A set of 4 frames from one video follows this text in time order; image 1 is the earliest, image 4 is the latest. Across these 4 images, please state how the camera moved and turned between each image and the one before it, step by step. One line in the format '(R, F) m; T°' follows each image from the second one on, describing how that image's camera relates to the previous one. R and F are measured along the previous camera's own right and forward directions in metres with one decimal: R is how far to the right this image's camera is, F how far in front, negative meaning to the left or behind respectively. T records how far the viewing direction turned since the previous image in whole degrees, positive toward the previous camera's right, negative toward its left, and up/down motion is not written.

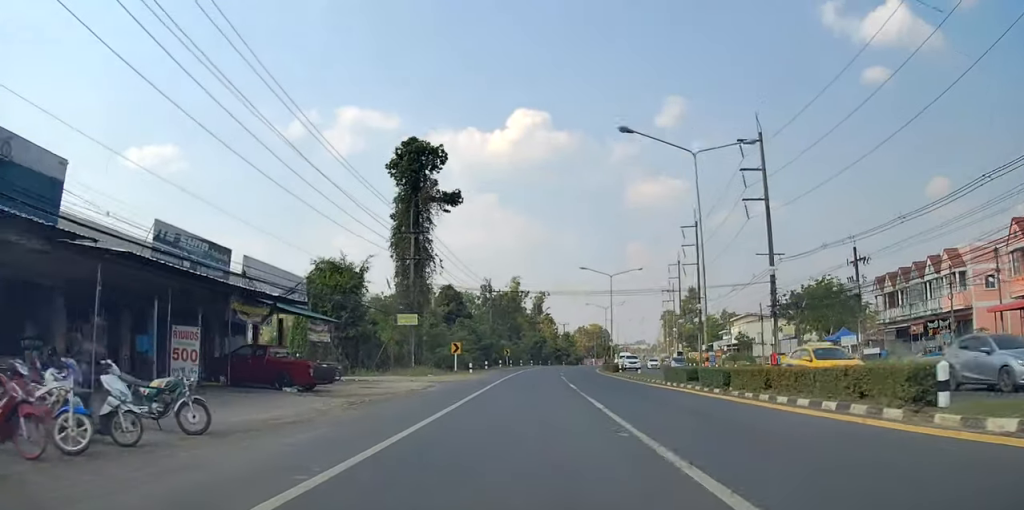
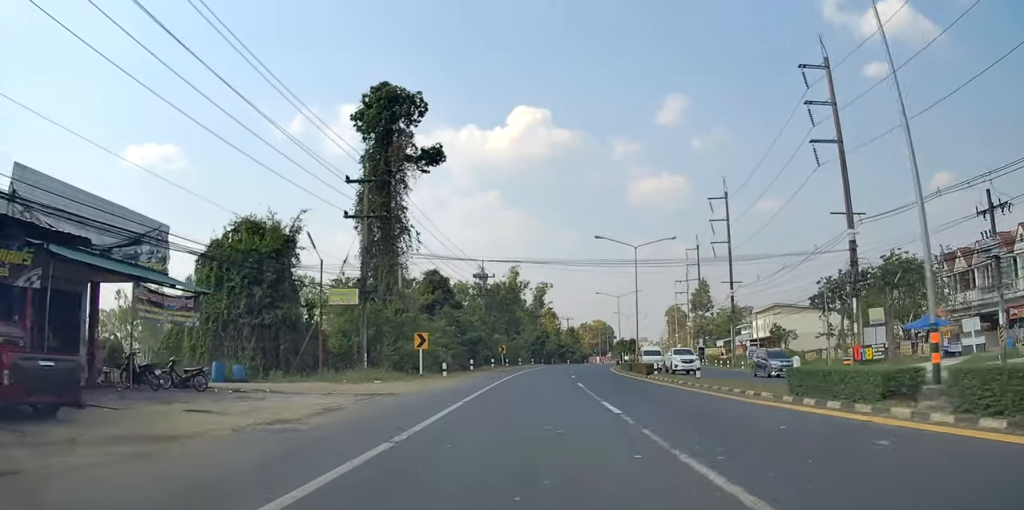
(0.0, +13.7) m; 0°
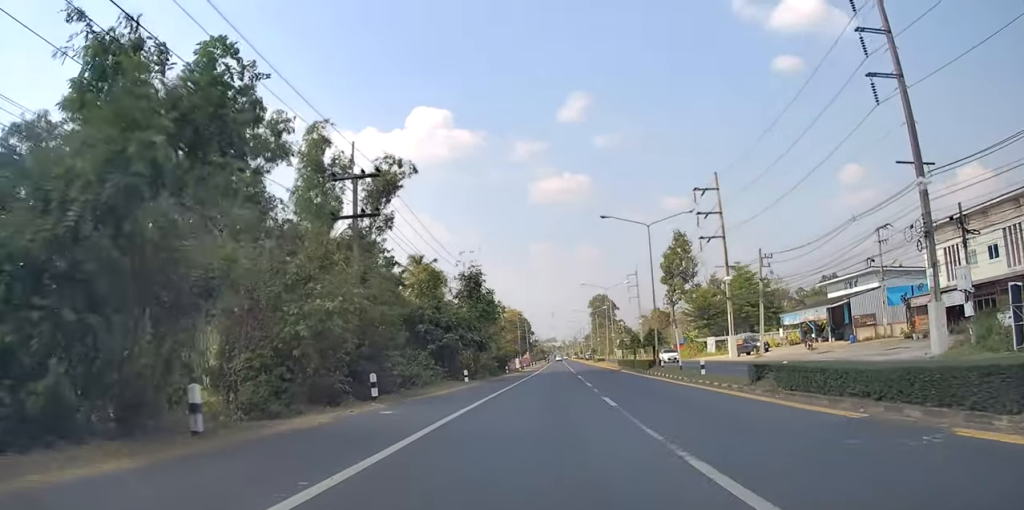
(+3.9, +81.6) m; +8°
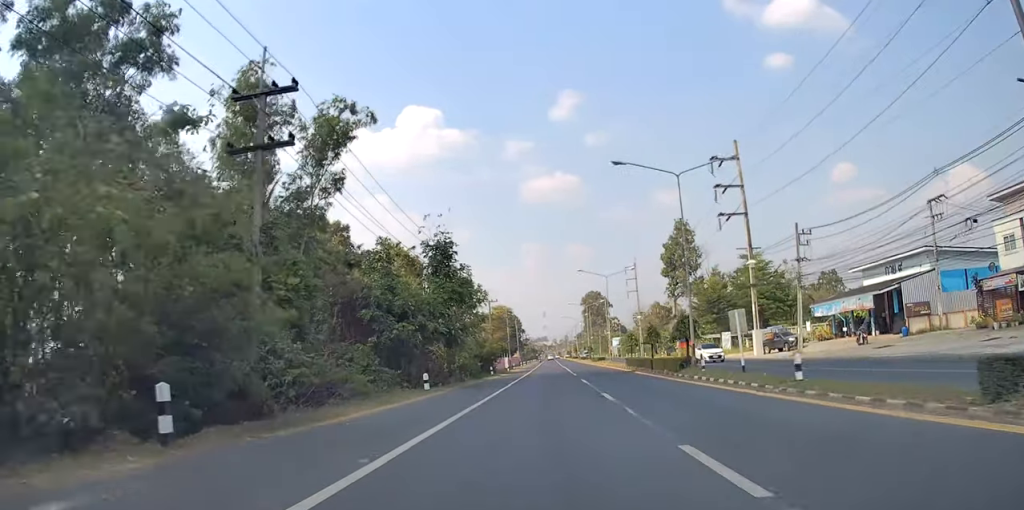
(+0.6, +11.1) m; 0°
